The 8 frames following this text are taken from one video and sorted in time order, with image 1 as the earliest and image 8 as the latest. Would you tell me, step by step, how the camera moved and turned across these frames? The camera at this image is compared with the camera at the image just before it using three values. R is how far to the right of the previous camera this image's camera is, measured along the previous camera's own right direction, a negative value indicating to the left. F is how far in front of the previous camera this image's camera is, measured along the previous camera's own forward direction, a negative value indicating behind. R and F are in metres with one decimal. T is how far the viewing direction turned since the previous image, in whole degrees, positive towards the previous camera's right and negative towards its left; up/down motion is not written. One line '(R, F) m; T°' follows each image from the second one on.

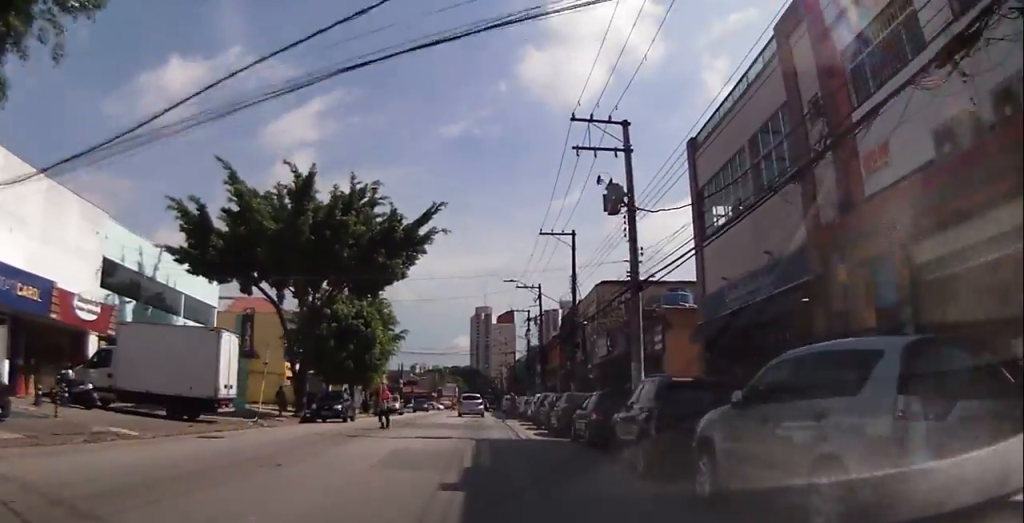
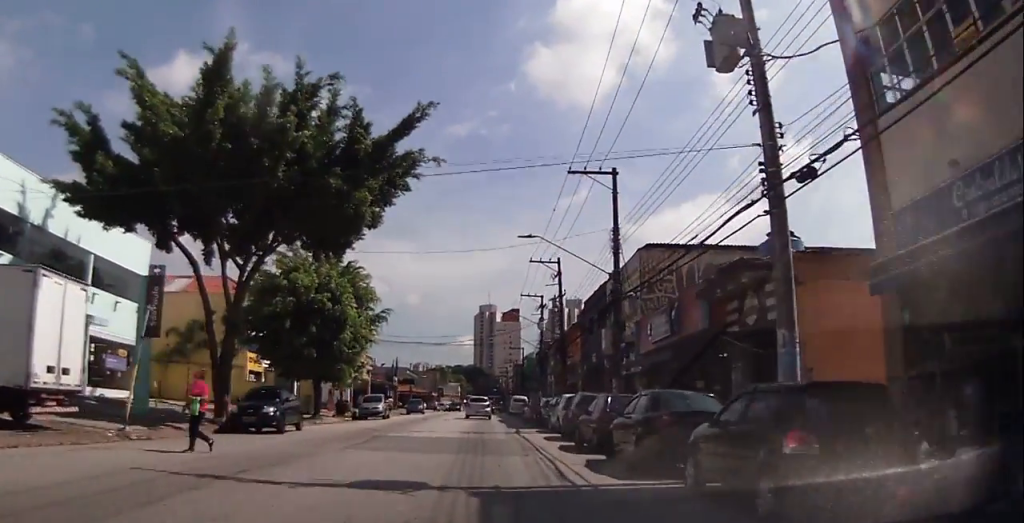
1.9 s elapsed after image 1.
(+0.3, +11.2) m; +3°
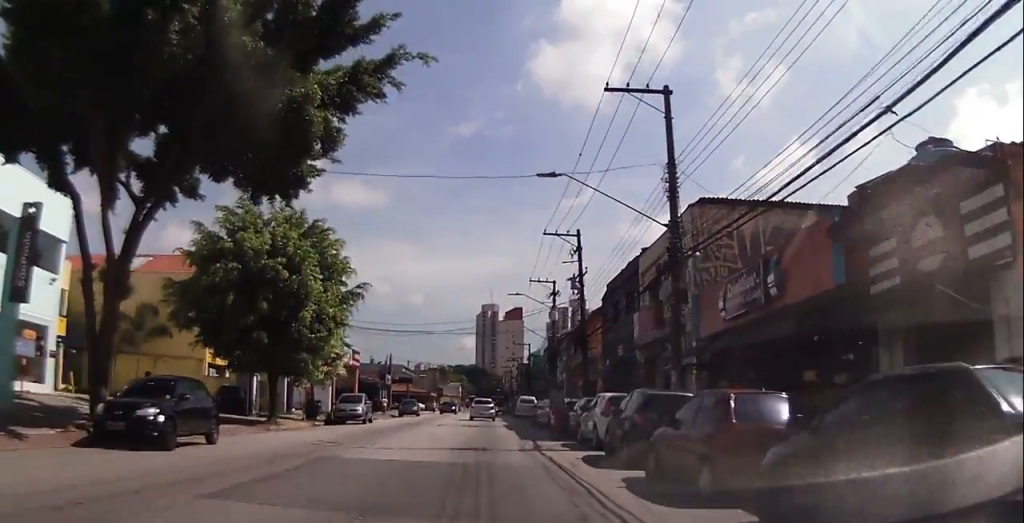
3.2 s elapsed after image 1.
(+0.3, +7.7) m; +5°
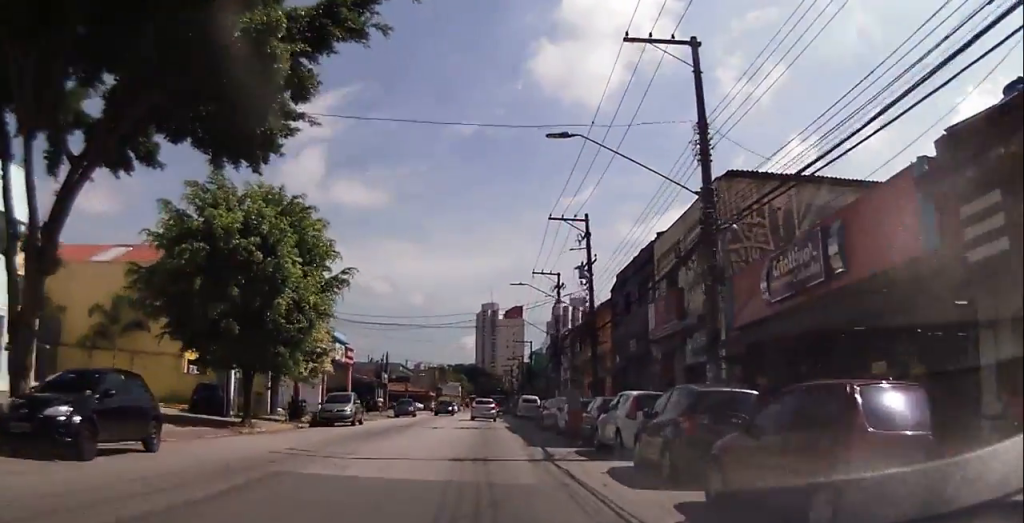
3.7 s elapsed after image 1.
(+0.1, +3.0) m; -2°
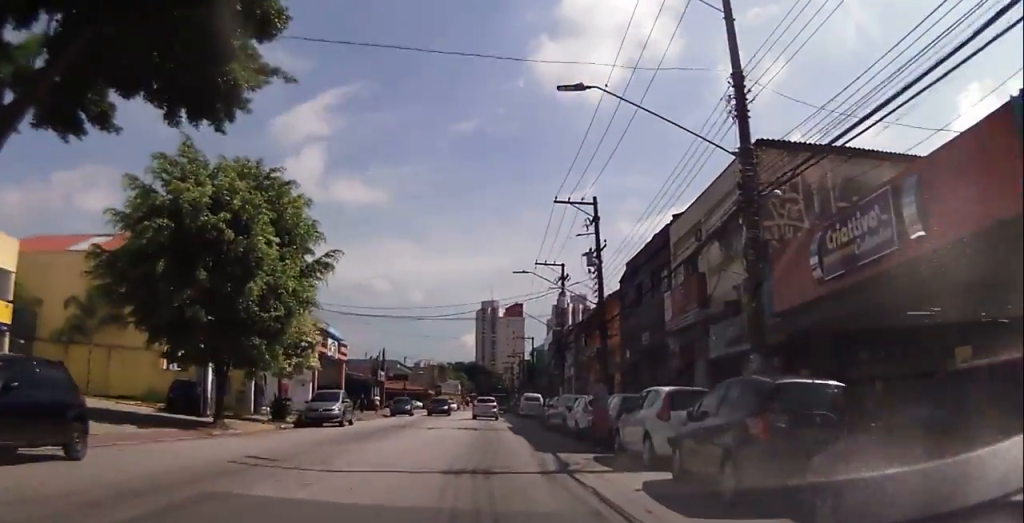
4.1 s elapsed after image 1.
(+0.2, +2.6) m; -2°
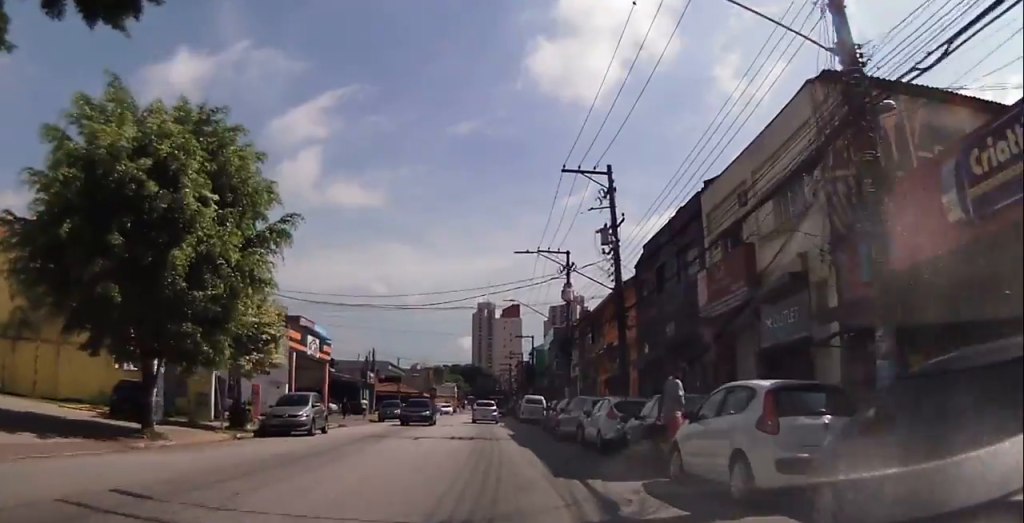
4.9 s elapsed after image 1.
(-0.4, +4.8) m; -6°
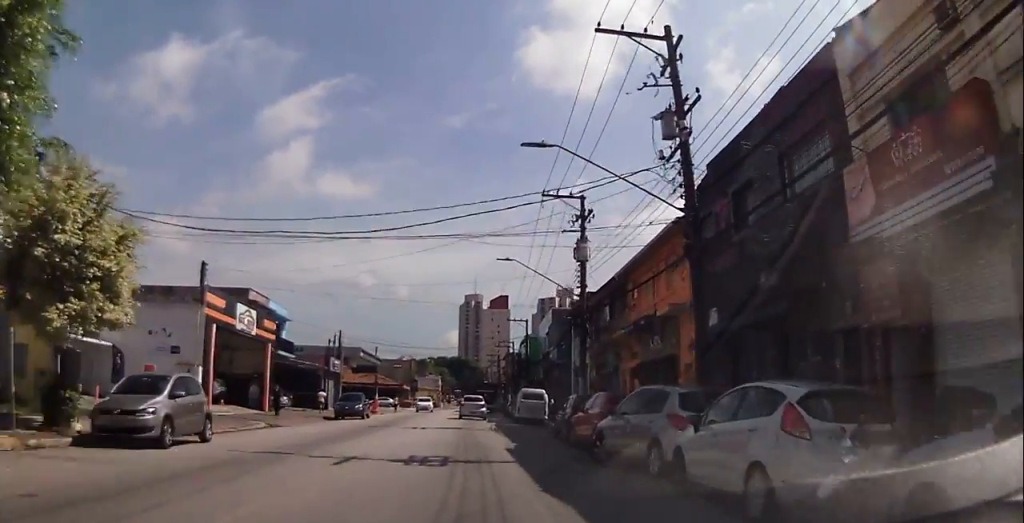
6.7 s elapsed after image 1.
(-0.4, +10.7) m; +3°
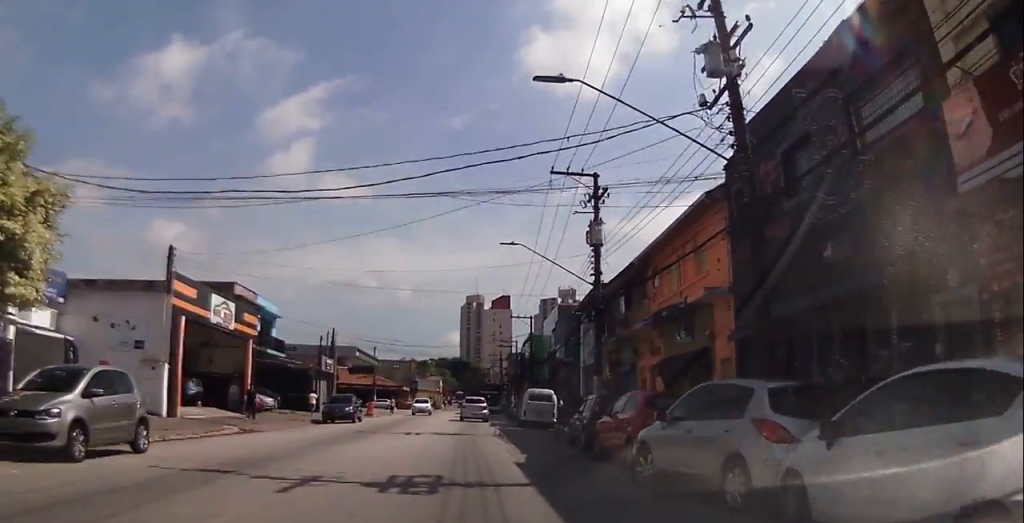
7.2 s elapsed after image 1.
(+0.1, +3.4) m; +5°
